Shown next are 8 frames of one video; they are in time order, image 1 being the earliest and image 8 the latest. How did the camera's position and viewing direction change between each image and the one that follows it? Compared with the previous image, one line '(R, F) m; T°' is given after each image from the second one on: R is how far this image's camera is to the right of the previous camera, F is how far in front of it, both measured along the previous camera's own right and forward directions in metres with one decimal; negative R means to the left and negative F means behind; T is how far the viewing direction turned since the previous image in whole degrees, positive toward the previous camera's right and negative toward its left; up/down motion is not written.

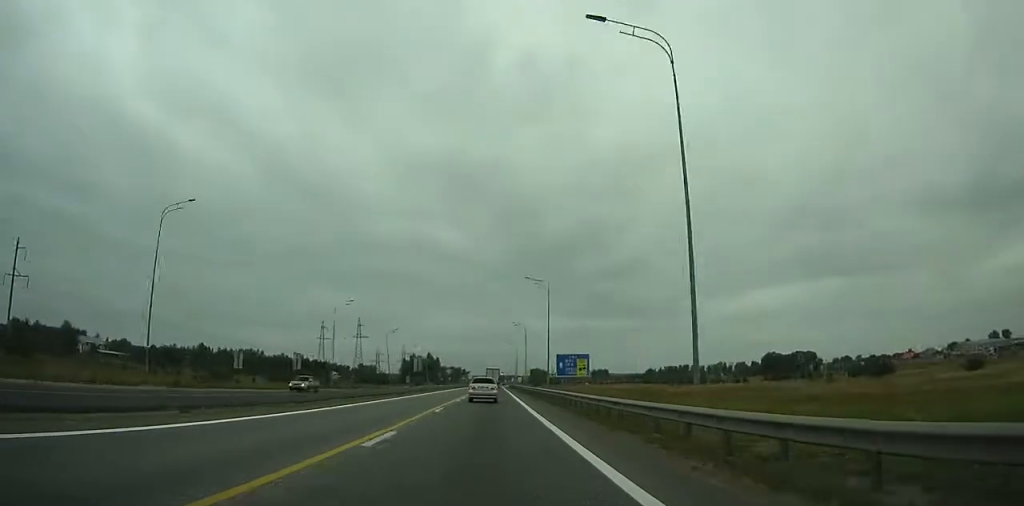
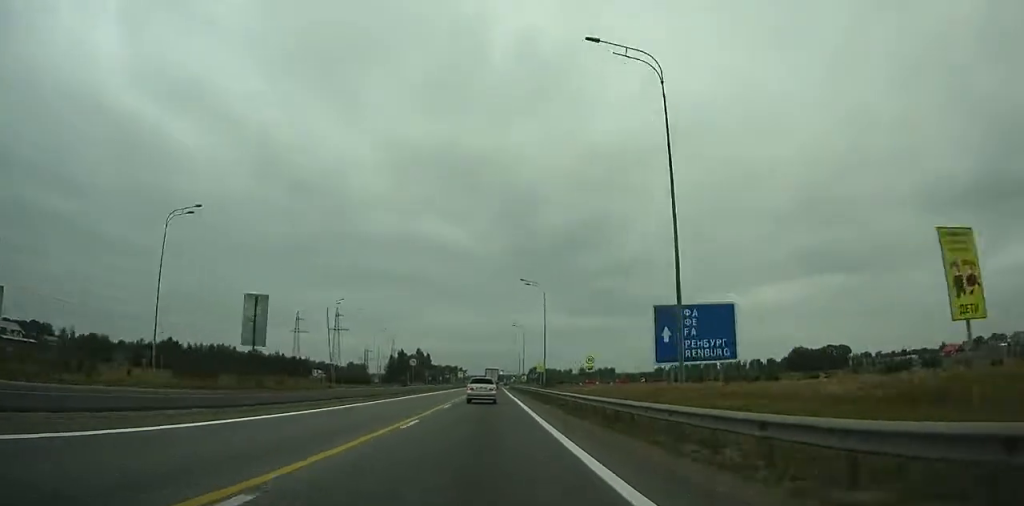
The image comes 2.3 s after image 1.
(+0.9, +44.7) m; +1°
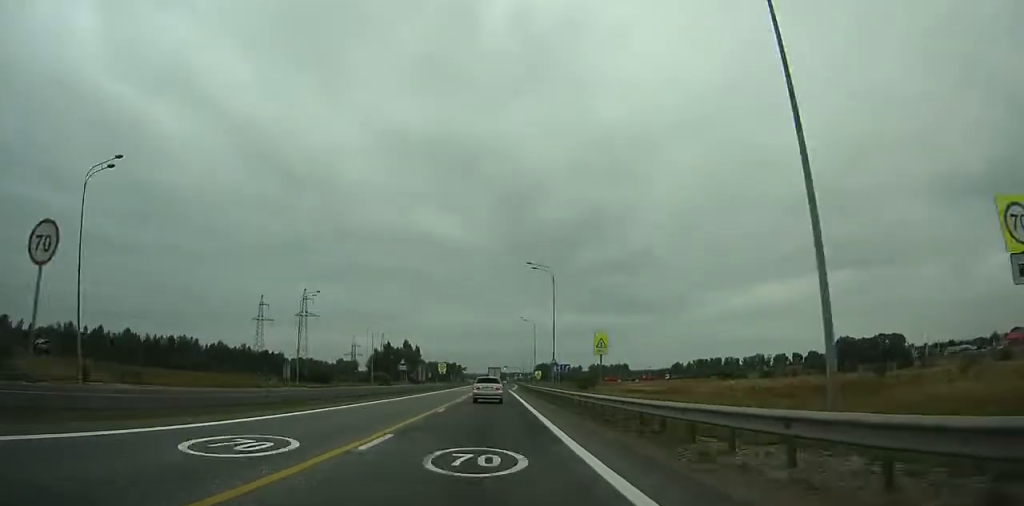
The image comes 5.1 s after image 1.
(+2.1, +51.9) m; -5°
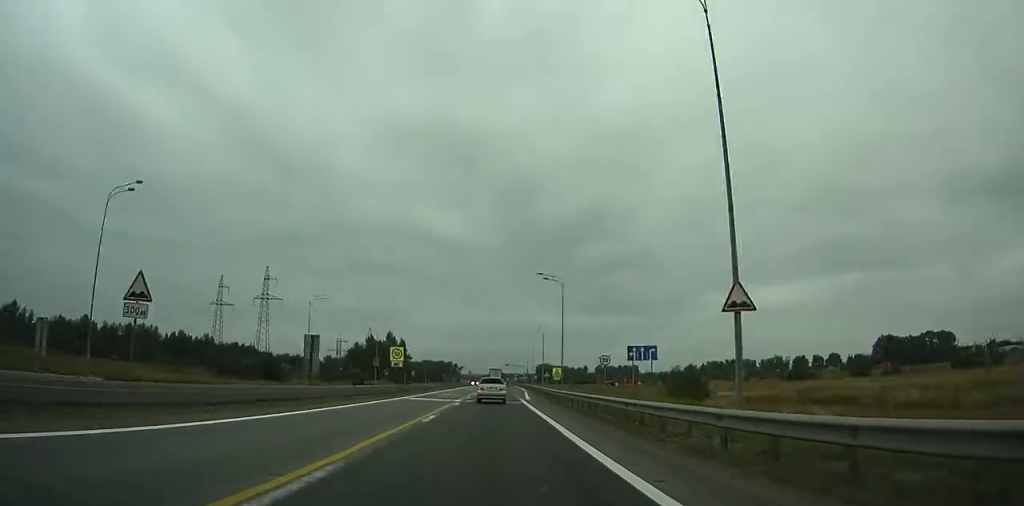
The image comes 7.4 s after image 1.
(-7.0, +40.8) m; -5°
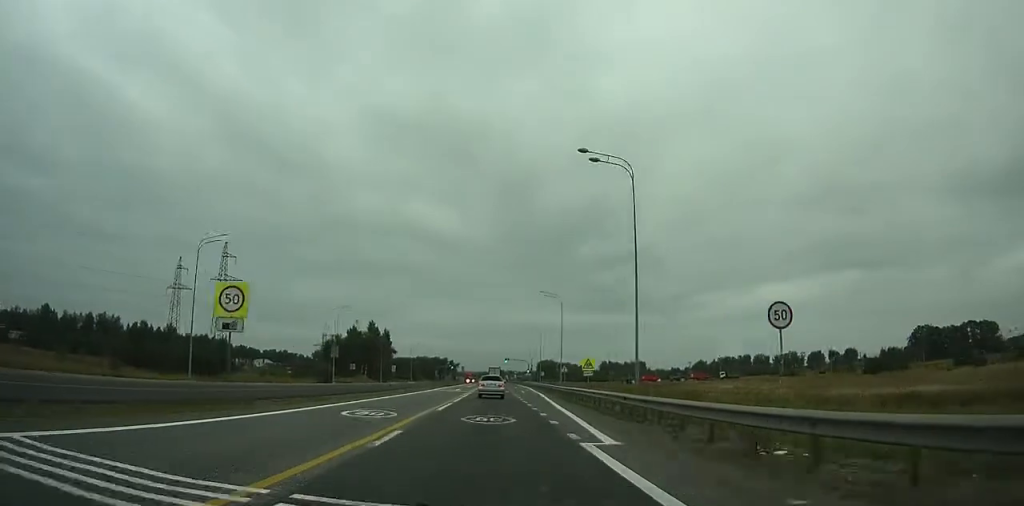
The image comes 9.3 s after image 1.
(+2.7, +31.5) m; +3°
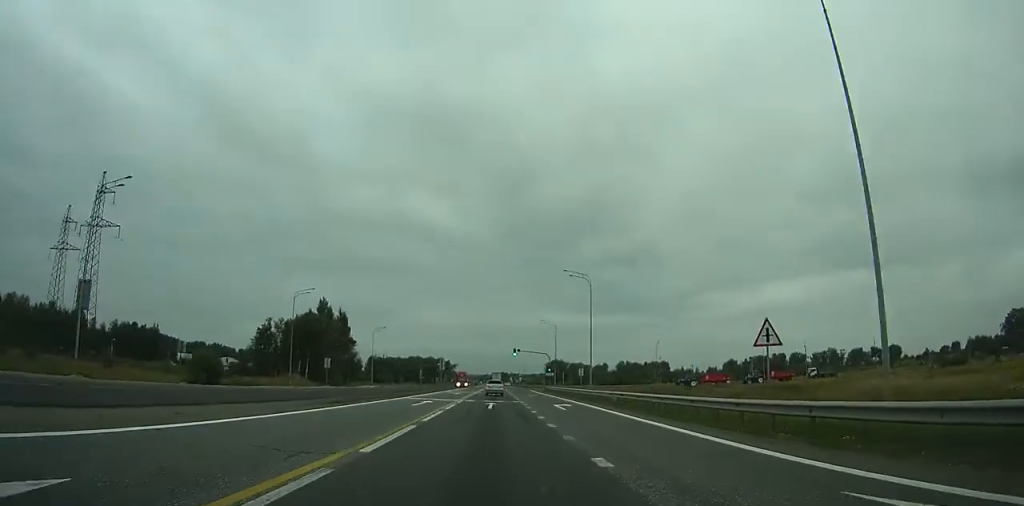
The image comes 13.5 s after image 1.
(+2.8, +65.5) m; +3°
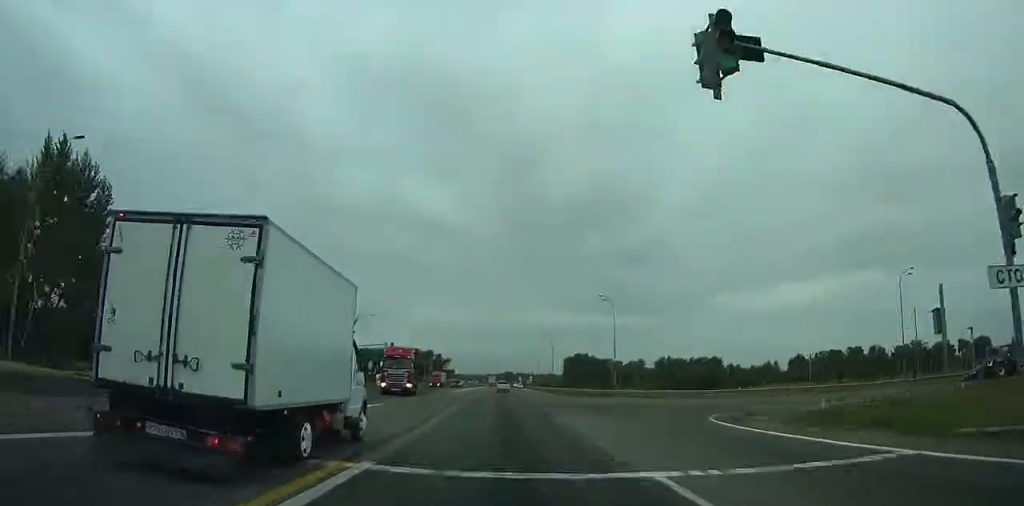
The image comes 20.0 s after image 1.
(-1.1, +95.6) m; -1°
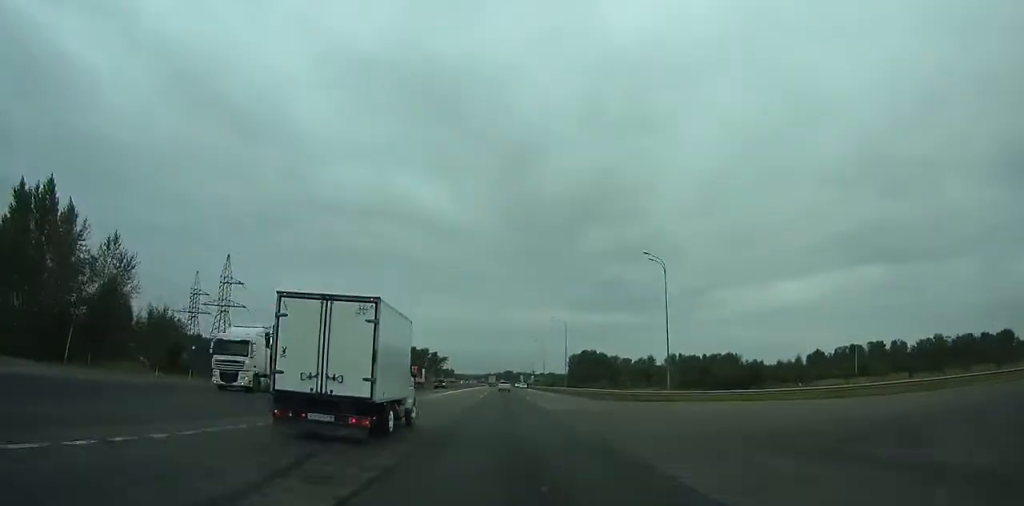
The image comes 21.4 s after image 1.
(0.0, +21.5) m; 0°
